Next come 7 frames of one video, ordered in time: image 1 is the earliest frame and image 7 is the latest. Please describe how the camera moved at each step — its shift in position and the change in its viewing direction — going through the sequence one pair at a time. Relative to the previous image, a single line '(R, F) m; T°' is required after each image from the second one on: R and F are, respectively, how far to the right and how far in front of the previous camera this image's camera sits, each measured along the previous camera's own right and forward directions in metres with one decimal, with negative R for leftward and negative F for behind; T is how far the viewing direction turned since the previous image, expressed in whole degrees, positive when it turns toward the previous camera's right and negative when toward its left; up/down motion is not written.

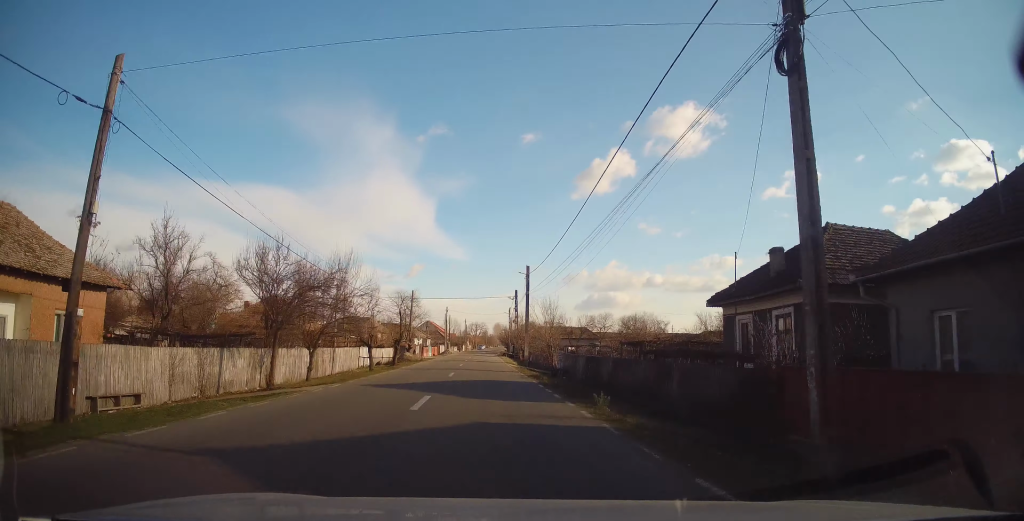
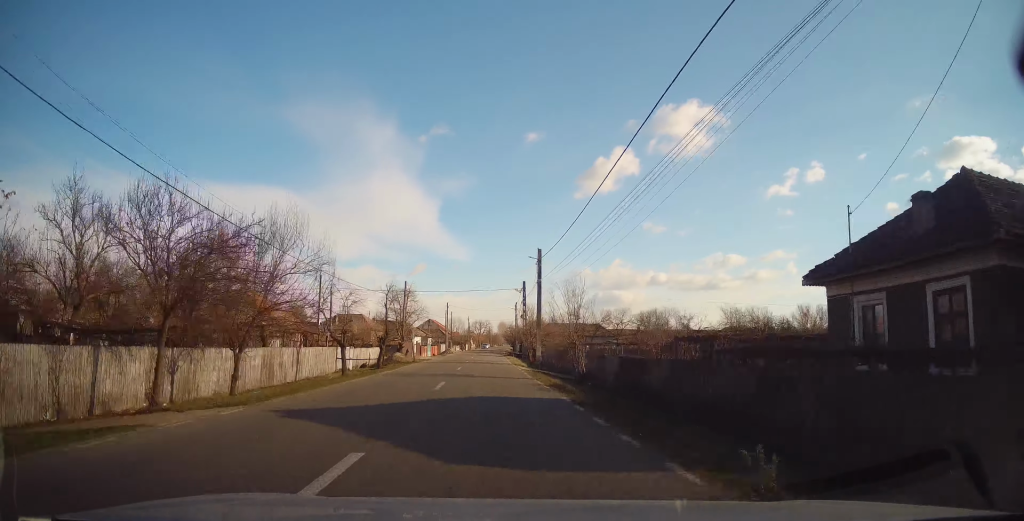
(+0.2, +7.5) m; +1°
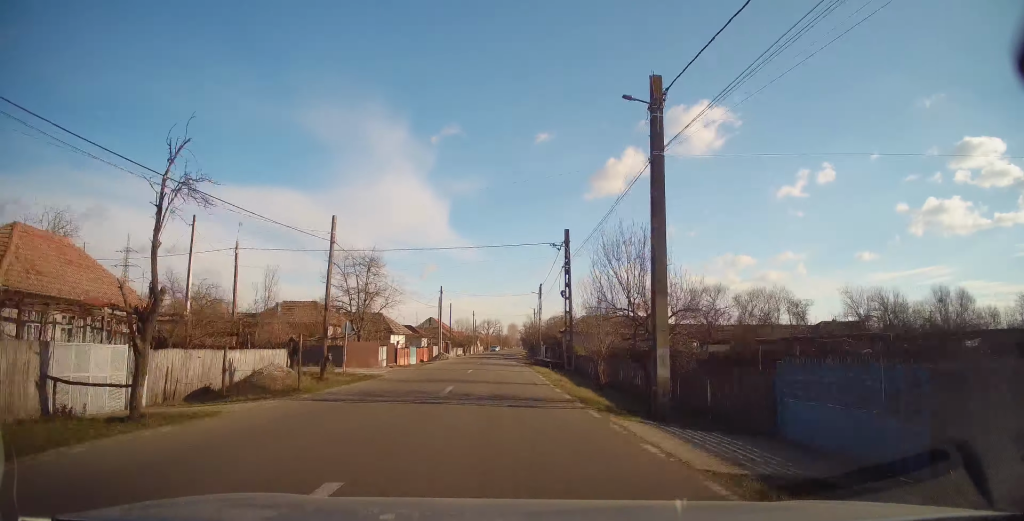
(+0.3, +24.5) m; +1°
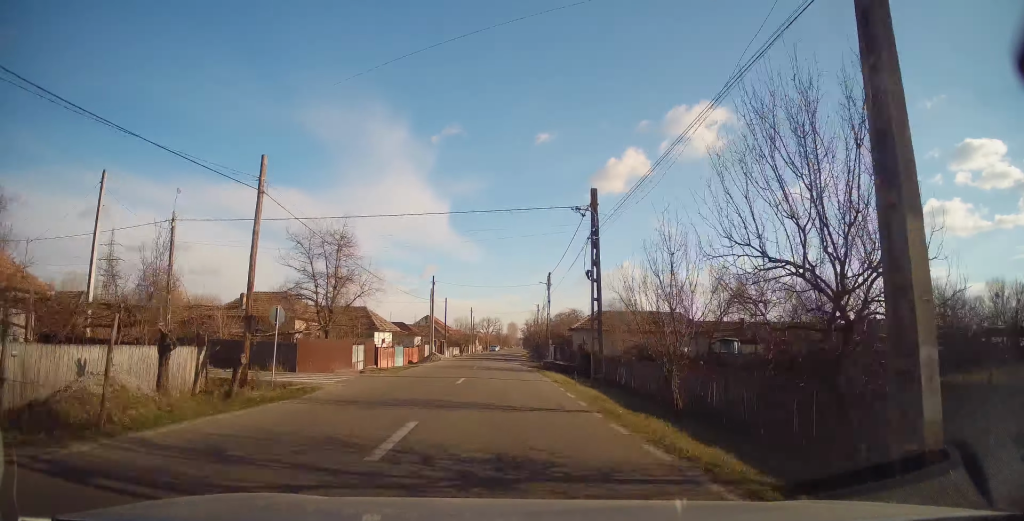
(+0.1, +8.0) m; -1°
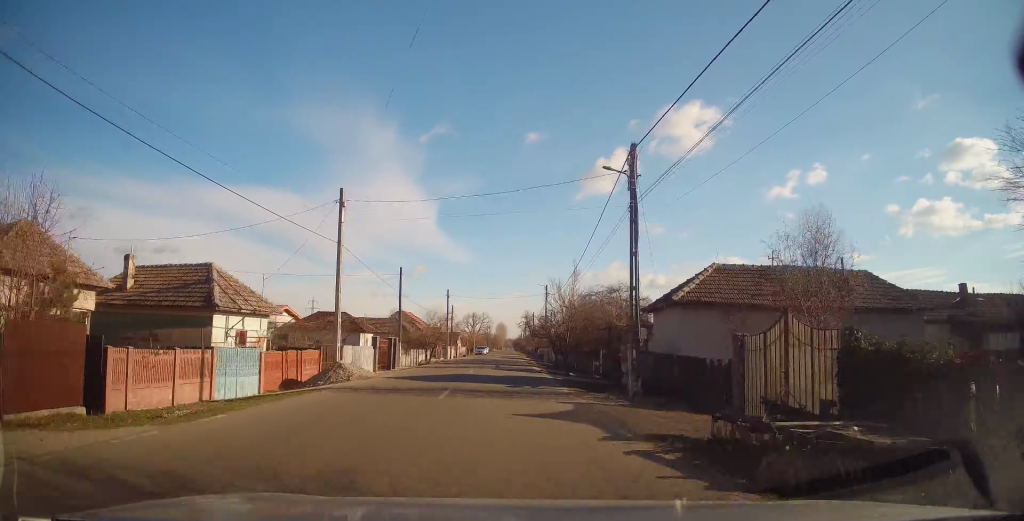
(-0.5, +28.5) m; 0°
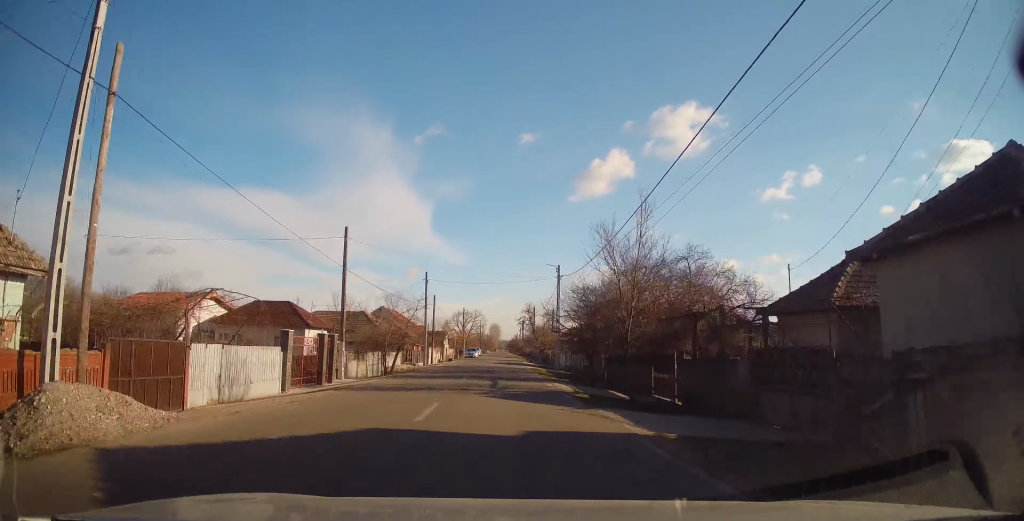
(+0.3, +15.0) m; +1°
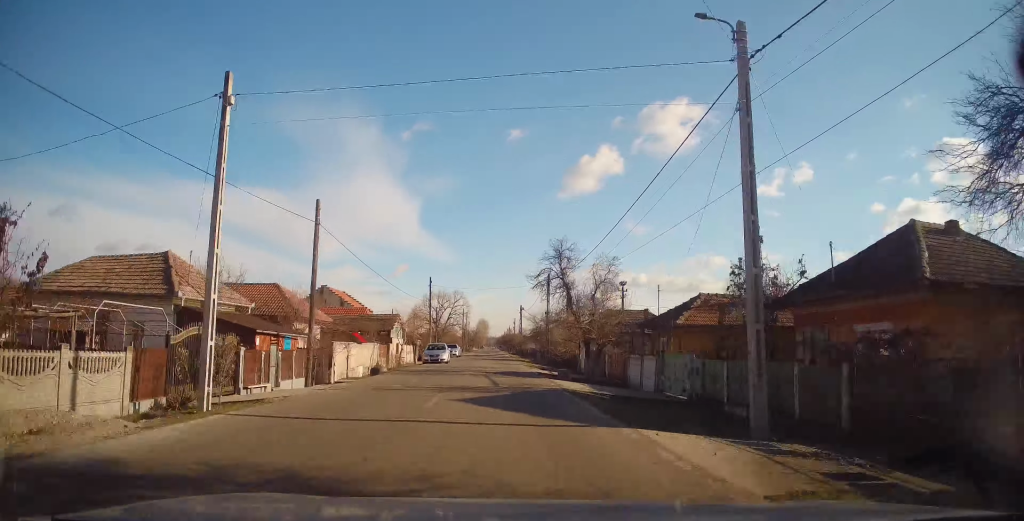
(+1.0, +33.8) m; +3°
